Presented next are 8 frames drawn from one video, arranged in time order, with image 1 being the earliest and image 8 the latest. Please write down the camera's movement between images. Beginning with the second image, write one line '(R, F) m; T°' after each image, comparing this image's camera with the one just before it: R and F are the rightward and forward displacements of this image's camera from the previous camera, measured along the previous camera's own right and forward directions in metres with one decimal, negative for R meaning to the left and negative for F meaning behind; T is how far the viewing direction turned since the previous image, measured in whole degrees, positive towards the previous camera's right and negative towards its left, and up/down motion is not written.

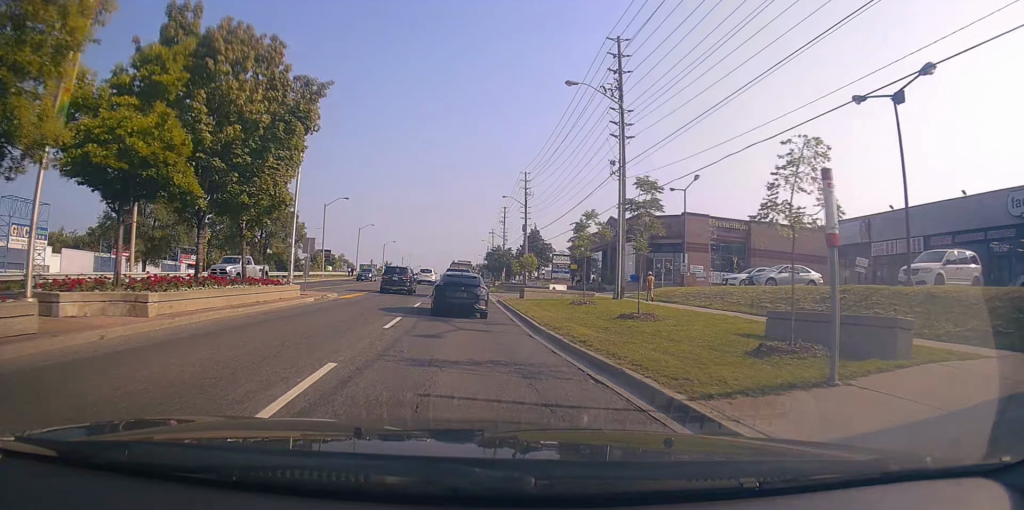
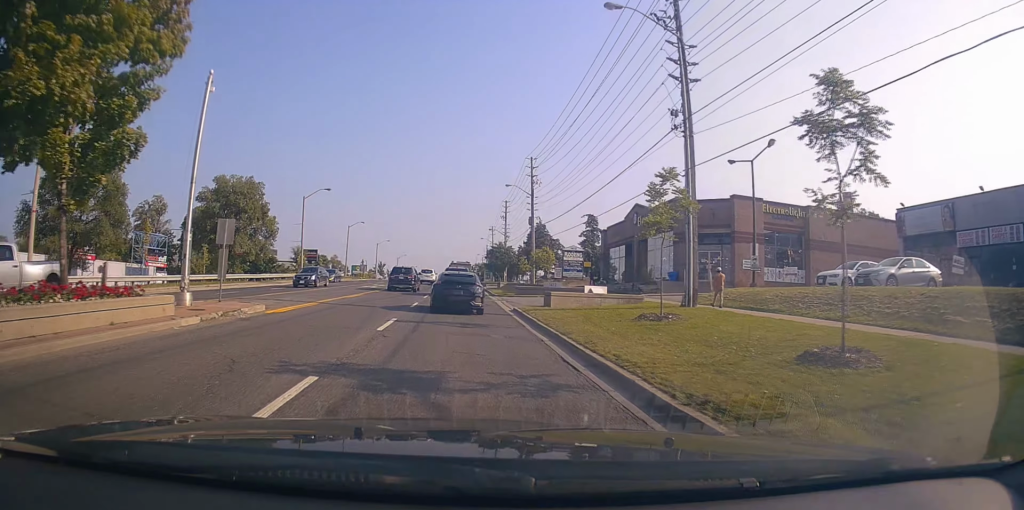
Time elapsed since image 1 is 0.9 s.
(-0.1, +10.0) m; -1°
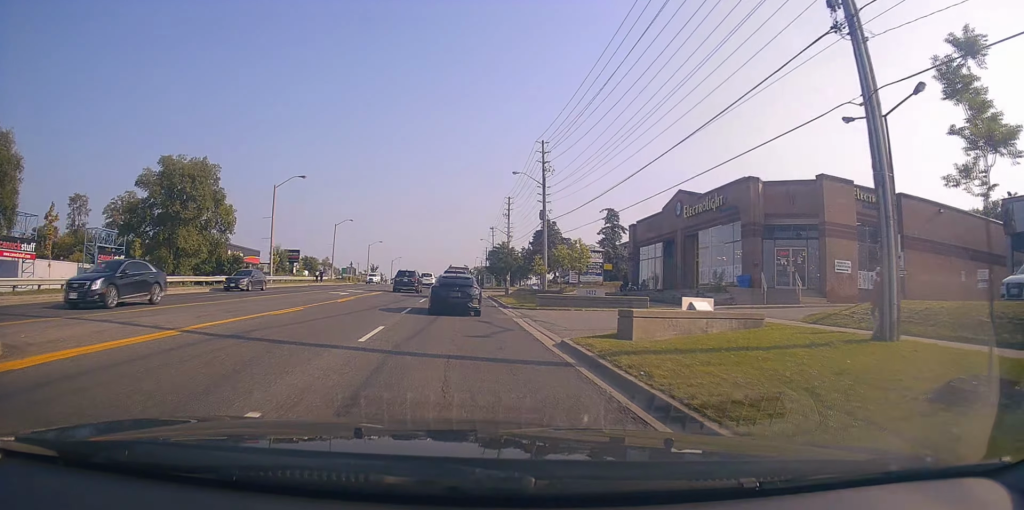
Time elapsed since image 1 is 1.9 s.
(-0.1, +10.5) m; 0°
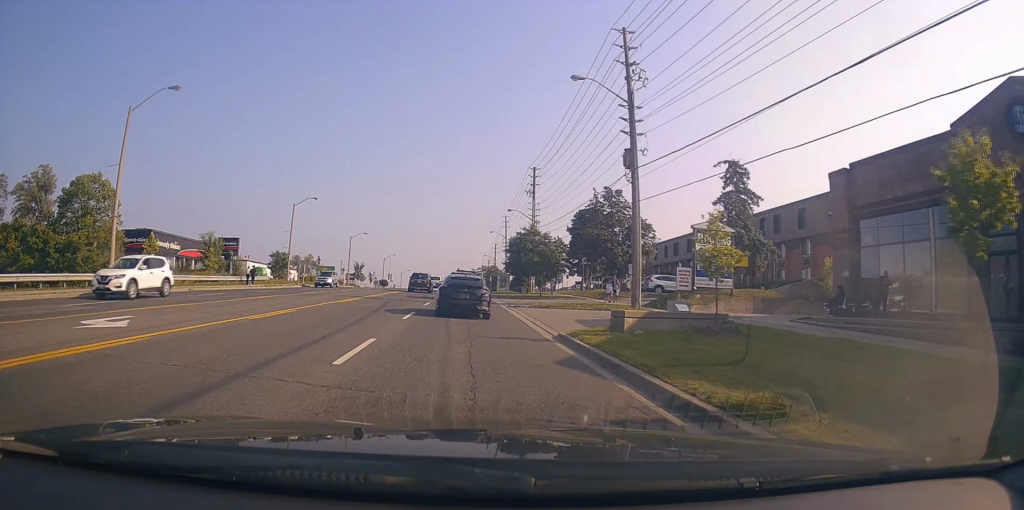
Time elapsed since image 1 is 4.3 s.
(+1.2, +28.3) m; +2°
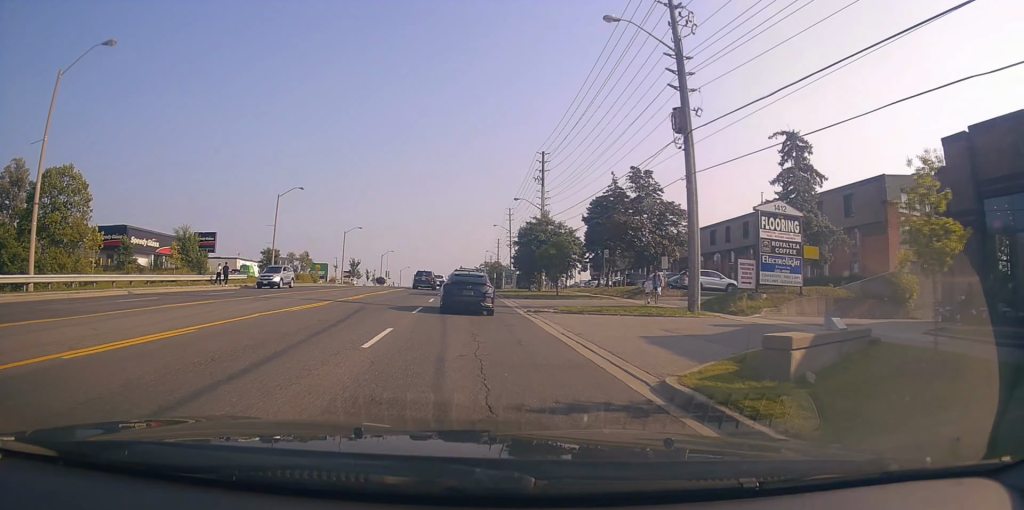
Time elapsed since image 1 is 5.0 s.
(-0.1, +7.4) m; -2°
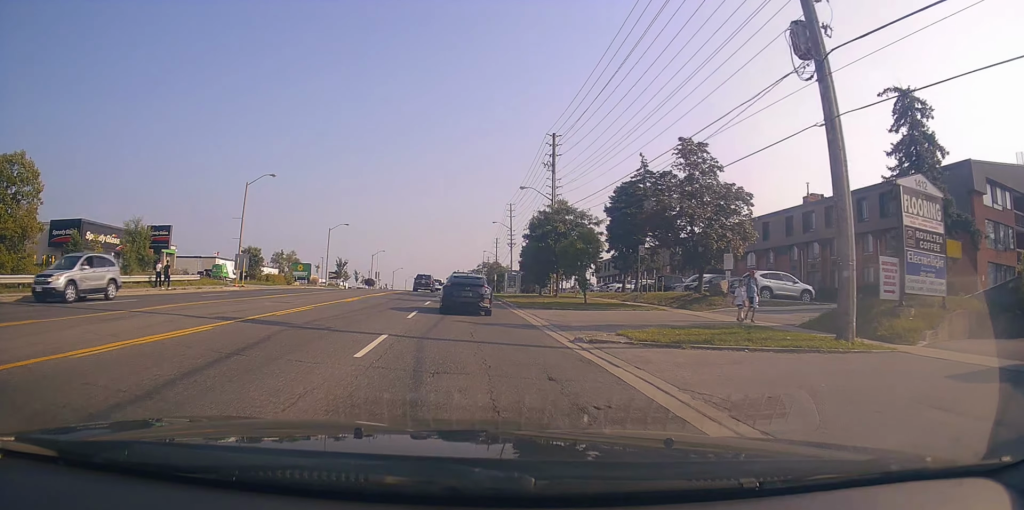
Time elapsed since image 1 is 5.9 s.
(-0.7, +10.1) m; -1°
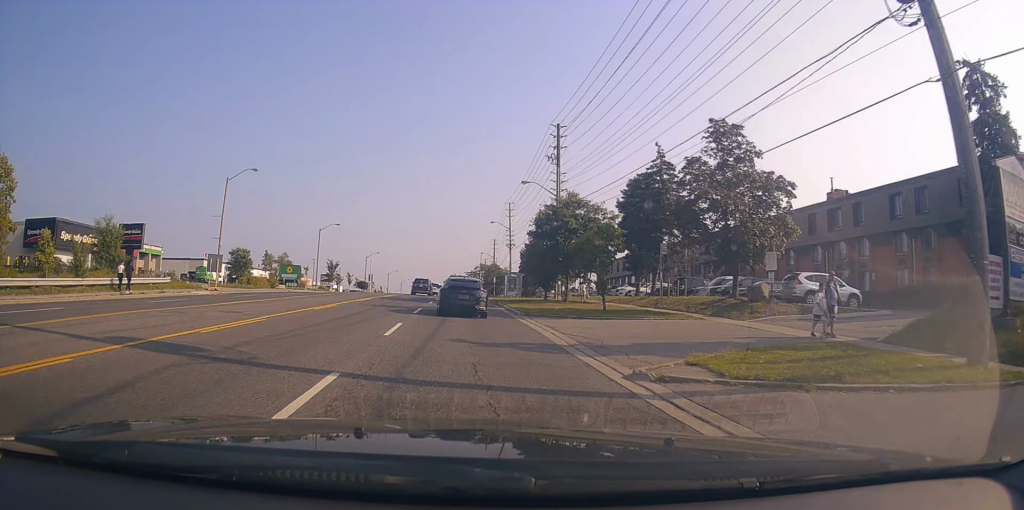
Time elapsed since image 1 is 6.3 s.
(+0.3, +4.6) m; +2°
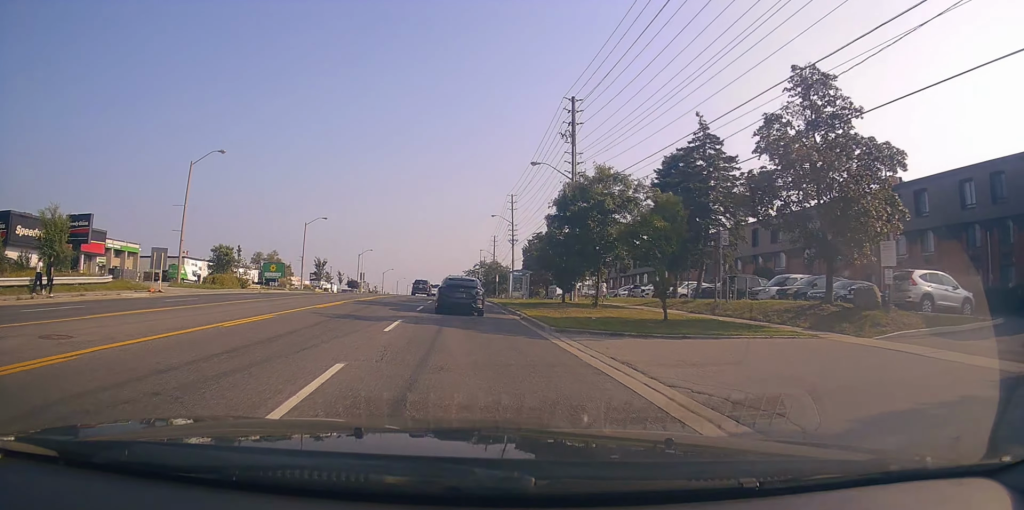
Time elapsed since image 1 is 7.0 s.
(+0.2, +7.7) m; +1°
